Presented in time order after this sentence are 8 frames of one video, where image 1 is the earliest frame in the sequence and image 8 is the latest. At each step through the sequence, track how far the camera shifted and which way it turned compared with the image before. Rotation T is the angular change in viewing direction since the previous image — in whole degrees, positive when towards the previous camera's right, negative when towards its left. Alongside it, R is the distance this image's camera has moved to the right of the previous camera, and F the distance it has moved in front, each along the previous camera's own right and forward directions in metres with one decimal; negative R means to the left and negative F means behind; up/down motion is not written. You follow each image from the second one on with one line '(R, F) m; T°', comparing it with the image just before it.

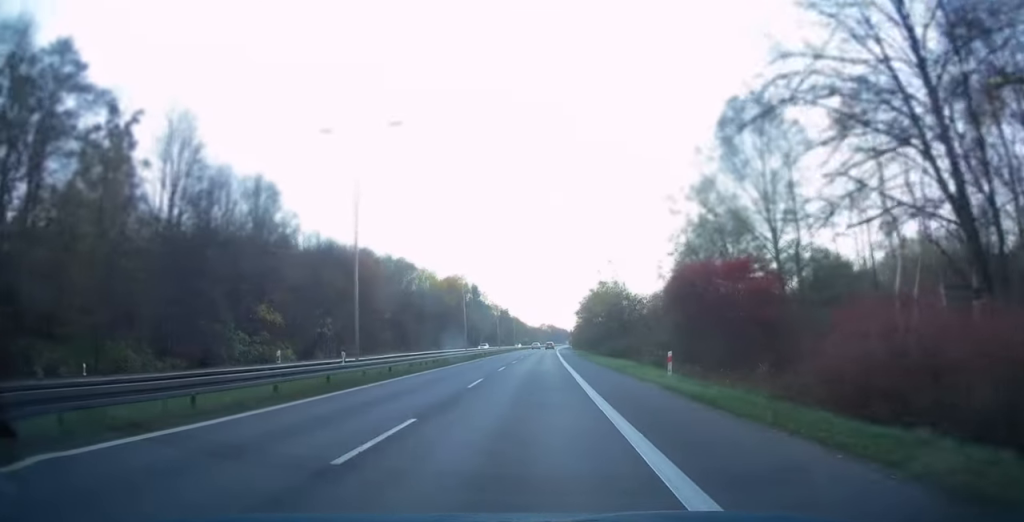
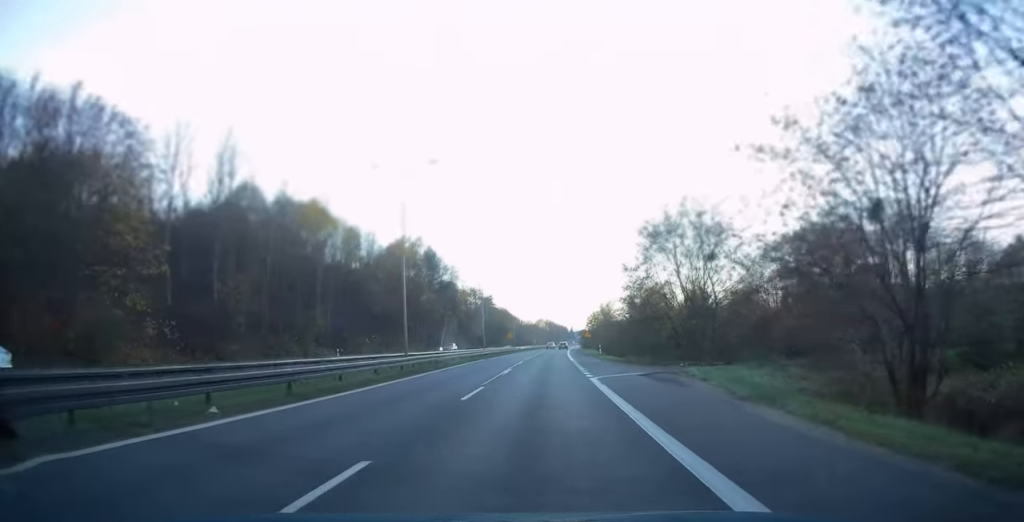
(-0.2, +64.7) m; 0°
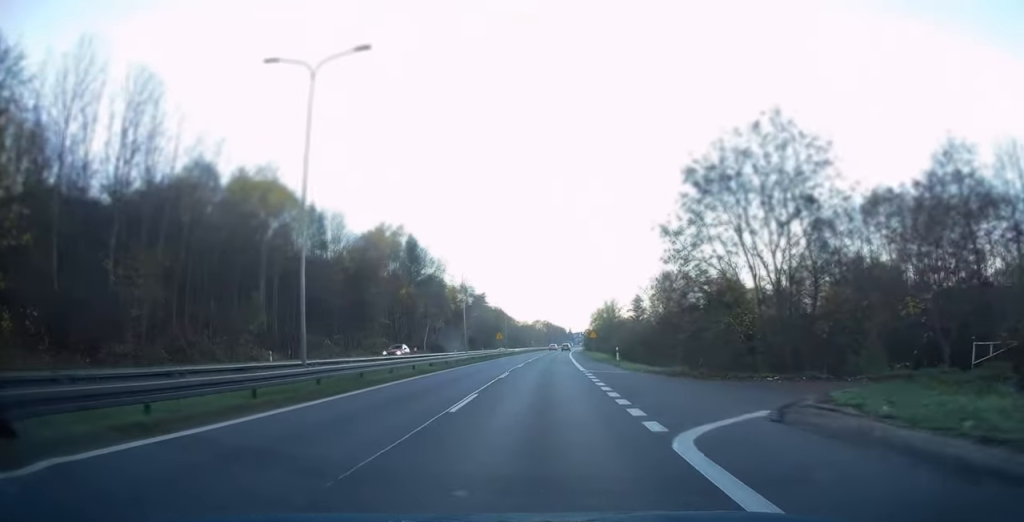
(-0.1, +14.2) m; 0°
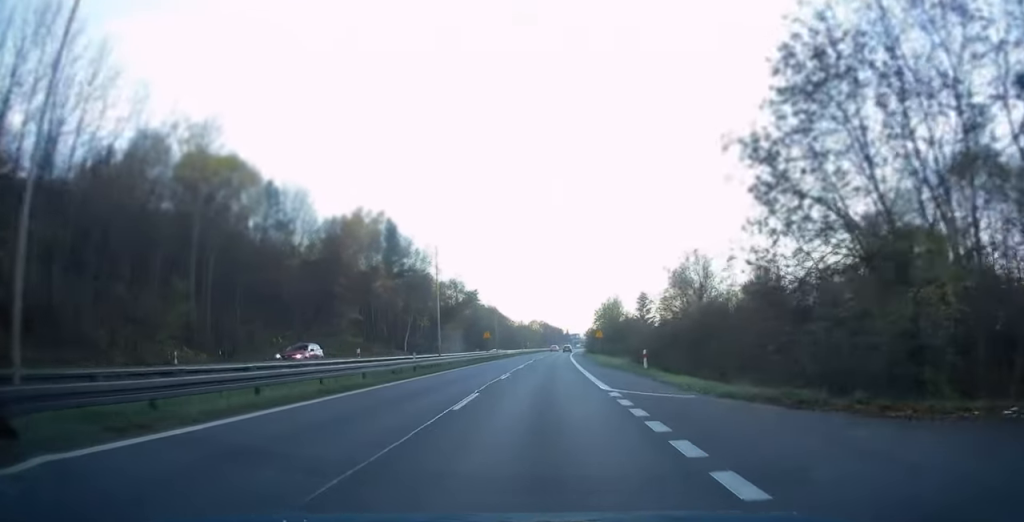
(0.0, +12.0) m; 0°
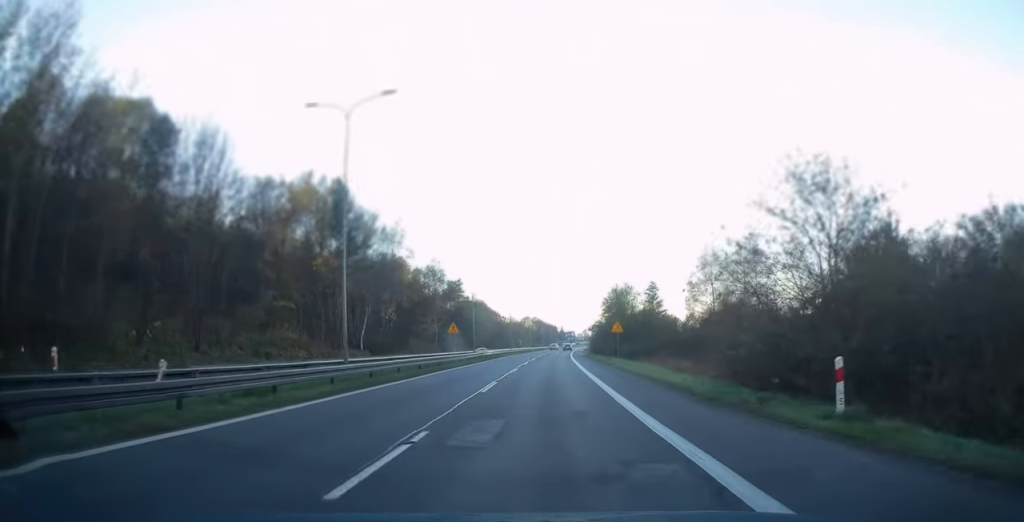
(+0.1, +19.3) m; +1°
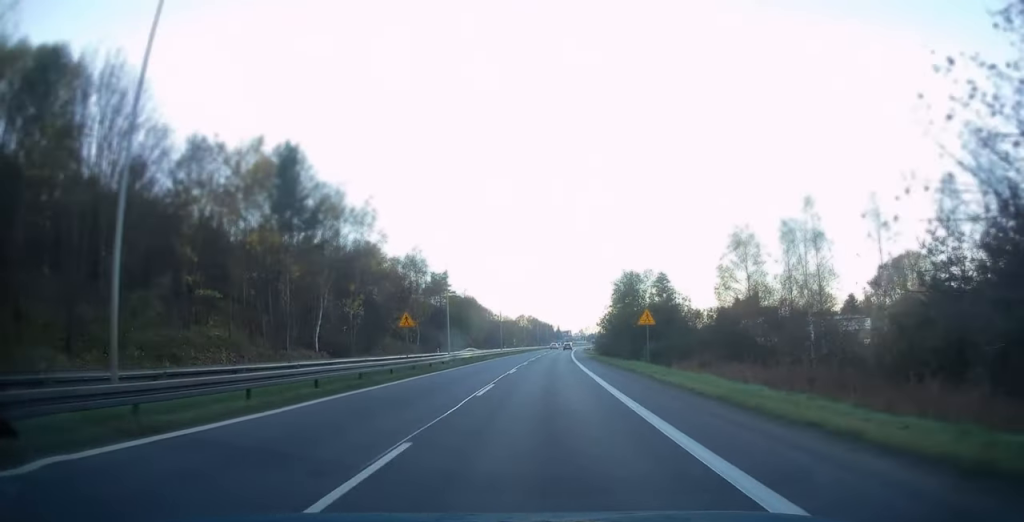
(+0.1, +13.4) m; +1°
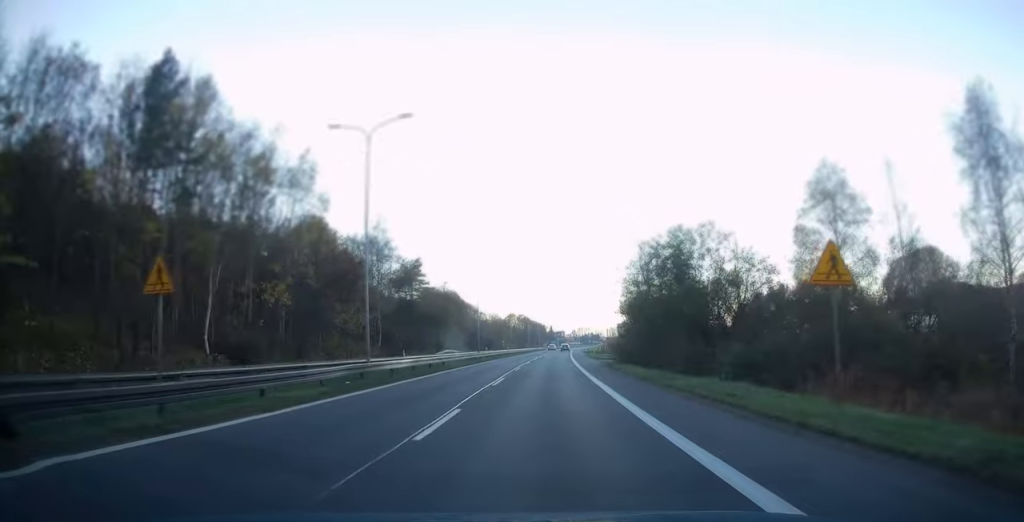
(+0.2, +19.3) m; +1°
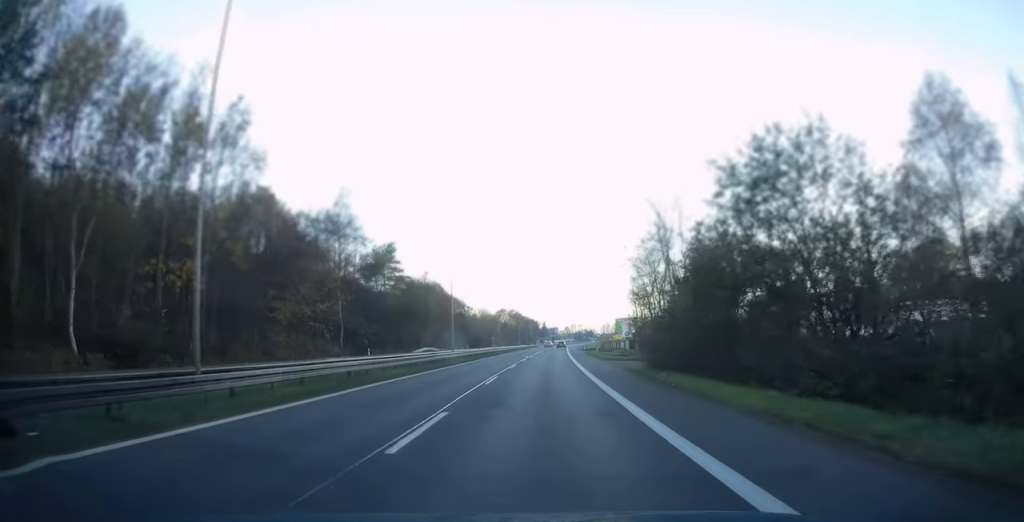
(0.0, +13.1) m; 0°
